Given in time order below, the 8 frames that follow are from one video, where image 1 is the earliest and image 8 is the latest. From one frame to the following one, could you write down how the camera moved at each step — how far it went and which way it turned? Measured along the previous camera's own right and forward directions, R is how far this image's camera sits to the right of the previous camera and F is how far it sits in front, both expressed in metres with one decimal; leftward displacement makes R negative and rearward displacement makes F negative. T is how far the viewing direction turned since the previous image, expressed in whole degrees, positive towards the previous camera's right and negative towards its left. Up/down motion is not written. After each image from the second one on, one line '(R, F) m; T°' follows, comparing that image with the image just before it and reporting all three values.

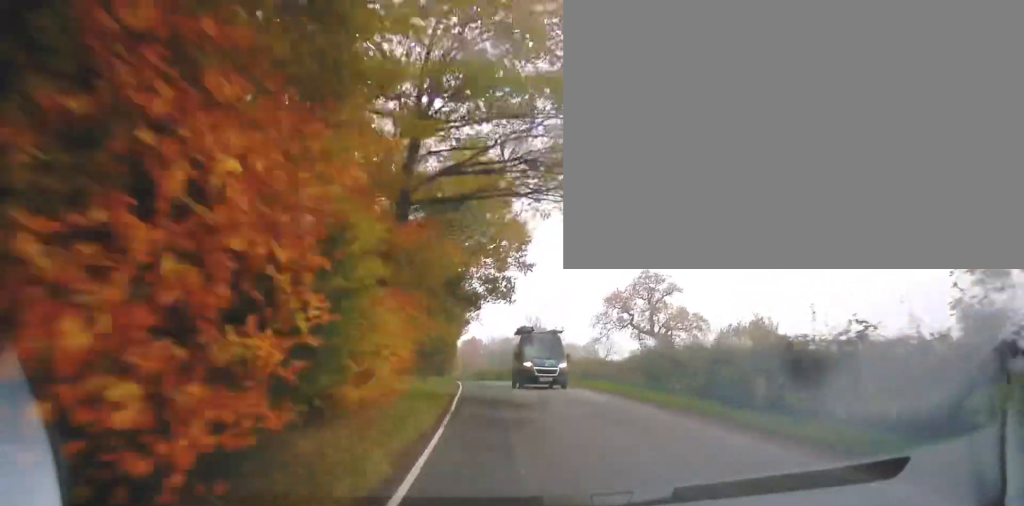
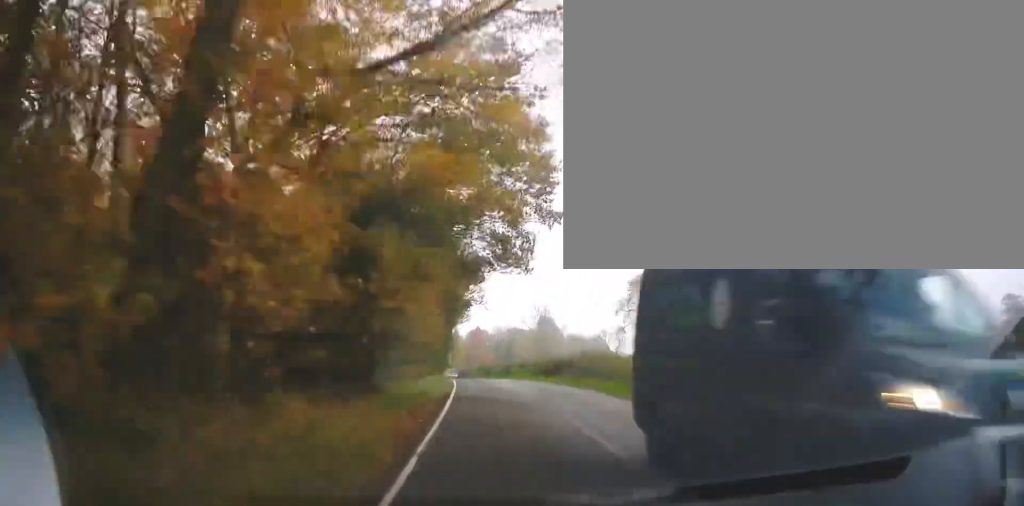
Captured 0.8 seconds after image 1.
(+0.3, +9.9) m; -1°
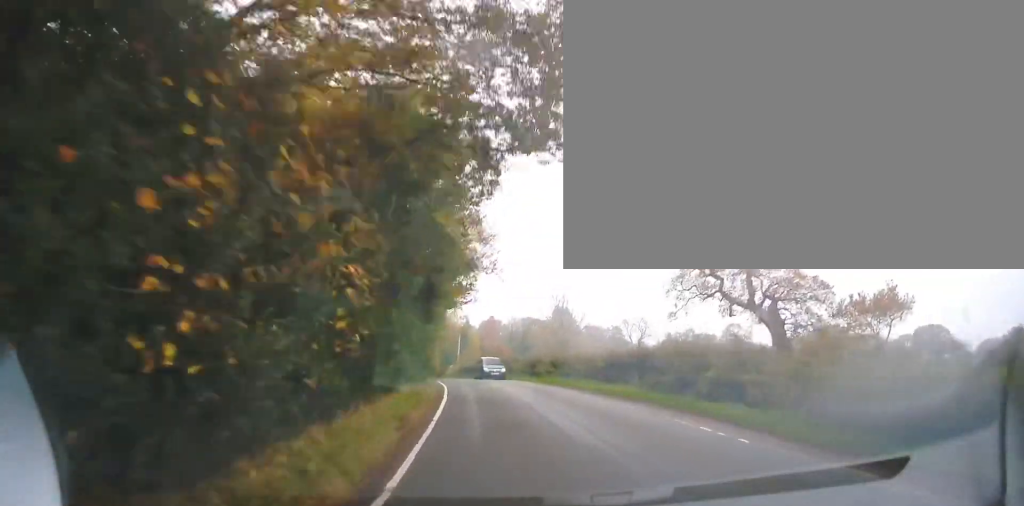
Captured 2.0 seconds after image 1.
(-0.4, +14.2) m; 0°
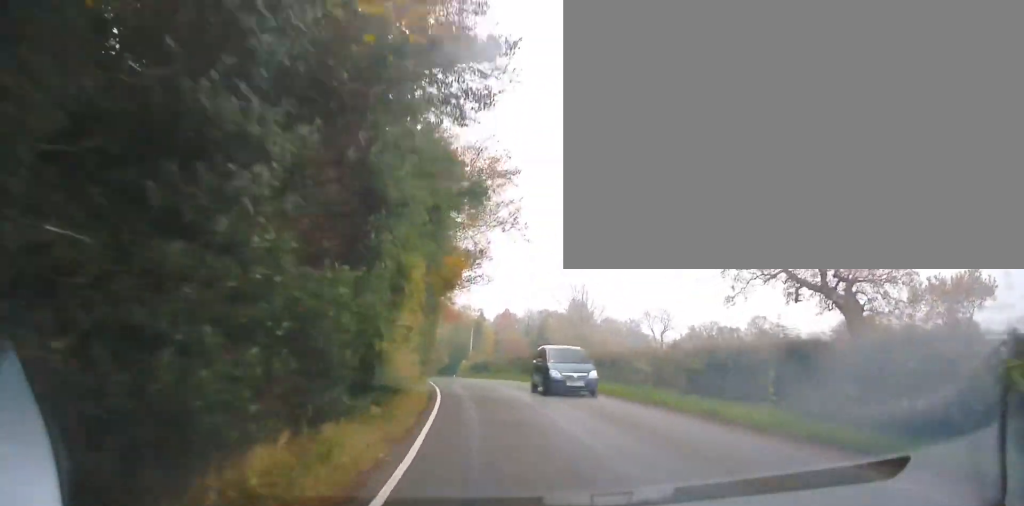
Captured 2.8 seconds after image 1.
(+0.2, +9.2) m; +1°
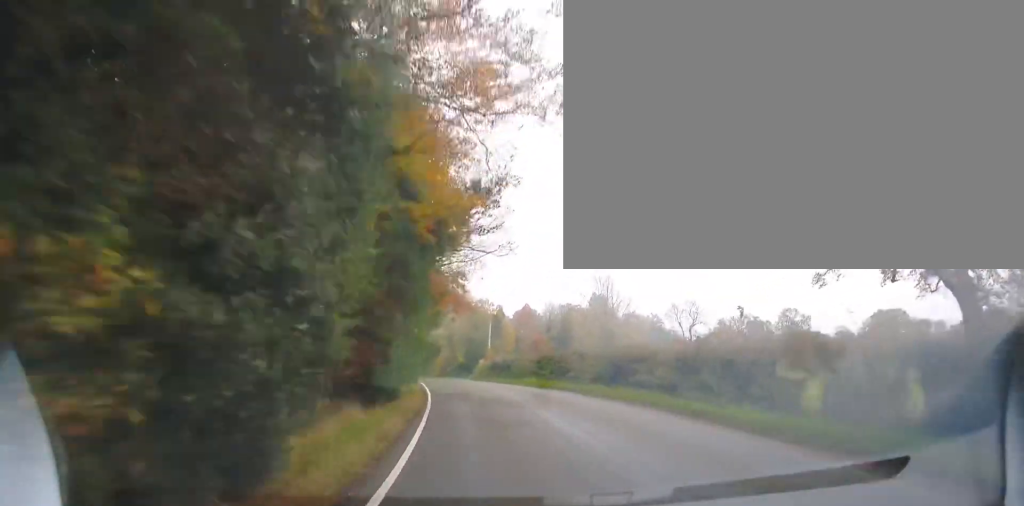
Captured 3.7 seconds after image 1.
(0.0, +10.3) m; -4°
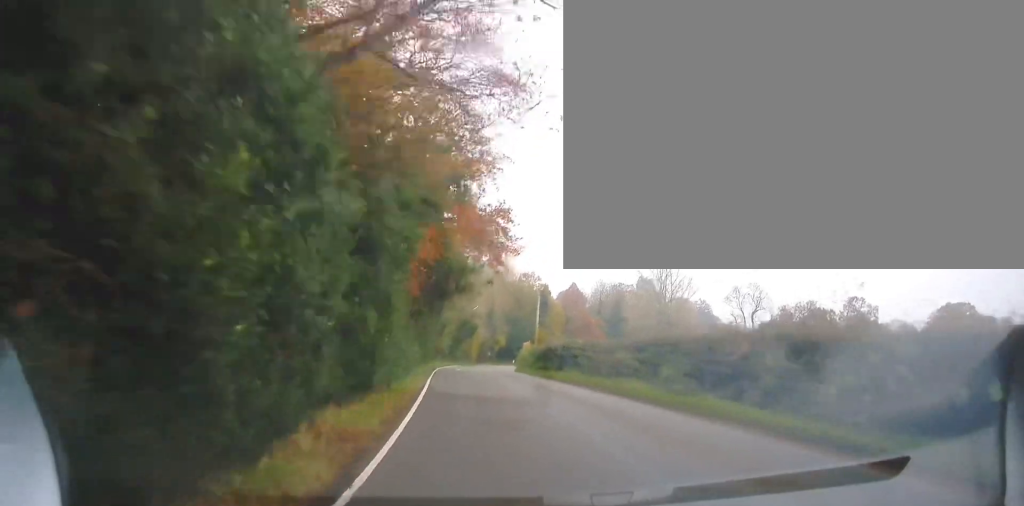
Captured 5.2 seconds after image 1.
(-0.8, +16.4) m; -3°
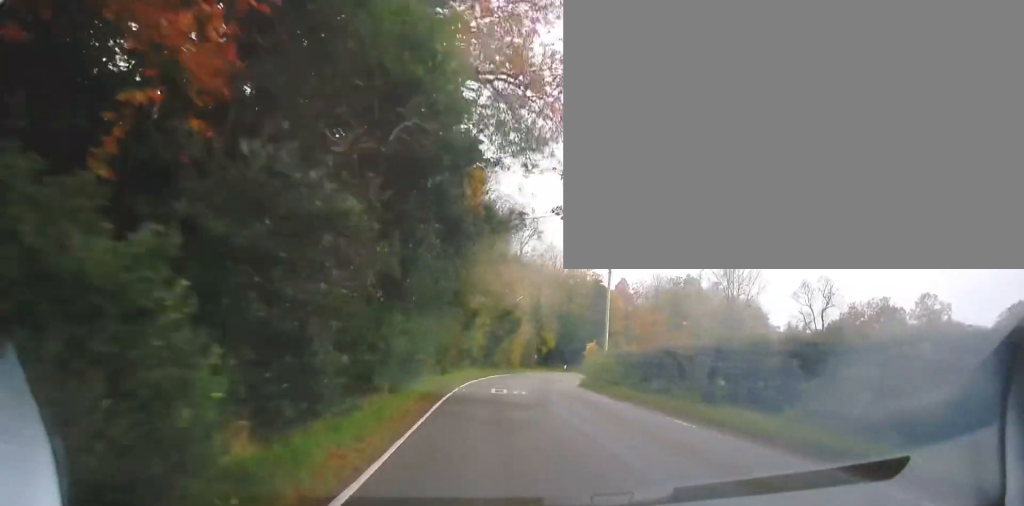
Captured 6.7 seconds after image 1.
(-0.5, +17.2) m; -5°
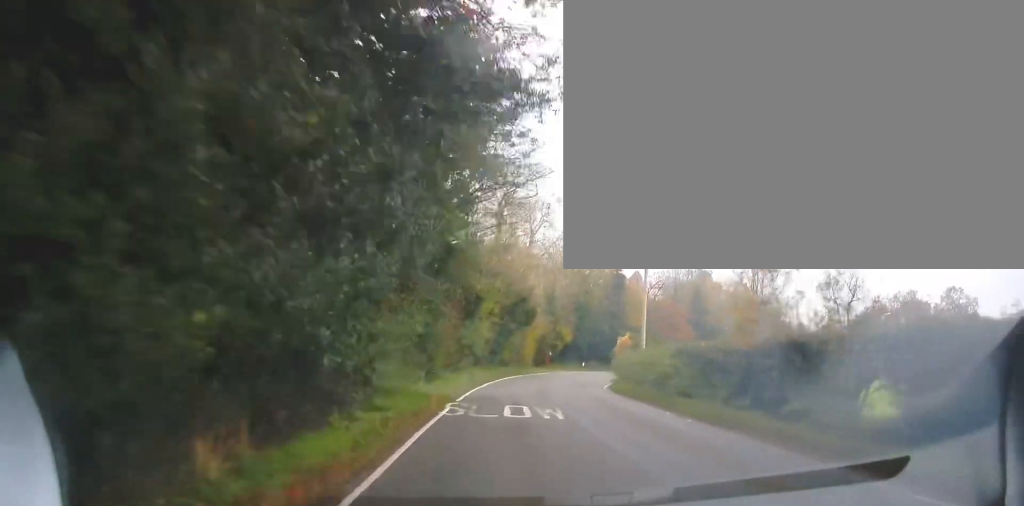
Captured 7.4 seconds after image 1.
(-0.1, +7.9) m; 0°
